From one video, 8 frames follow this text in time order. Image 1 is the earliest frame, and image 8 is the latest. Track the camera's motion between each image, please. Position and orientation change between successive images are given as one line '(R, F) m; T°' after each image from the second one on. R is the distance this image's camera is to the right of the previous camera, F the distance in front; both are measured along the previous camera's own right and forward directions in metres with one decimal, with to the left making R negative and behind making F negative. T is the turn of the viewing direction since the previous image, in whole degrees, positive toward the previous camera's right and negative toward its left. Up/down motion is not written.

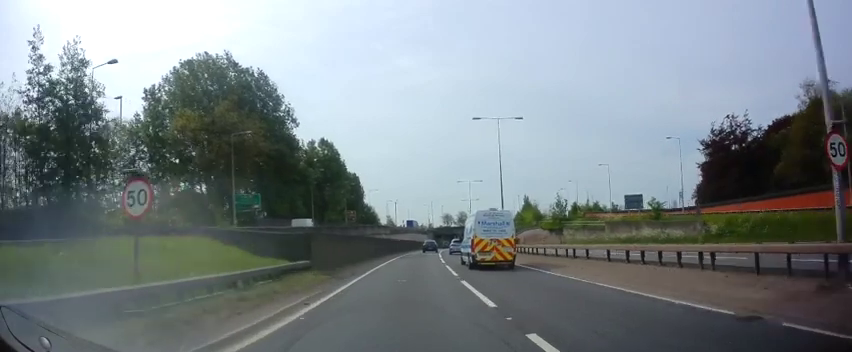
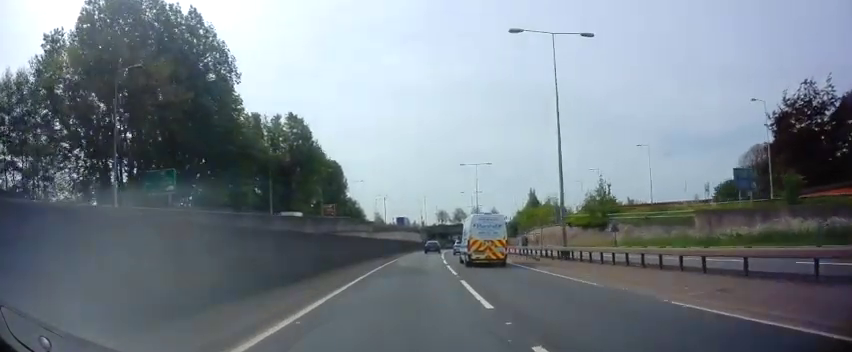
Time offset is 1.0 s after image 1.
(+0.1, +18.5) m; +1°
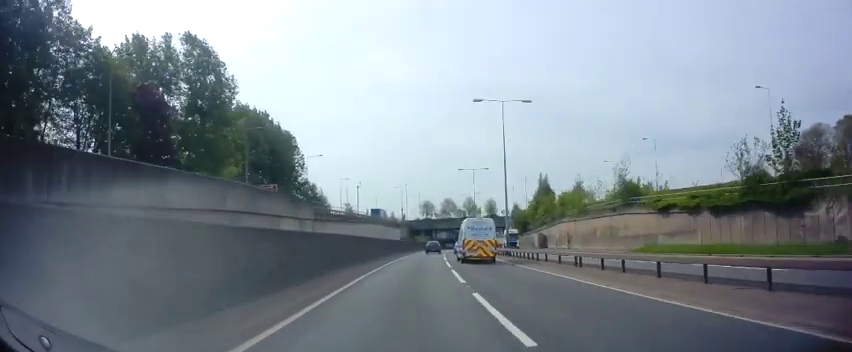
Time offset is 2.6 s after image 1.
(+0.7, +30.8) m; +3°
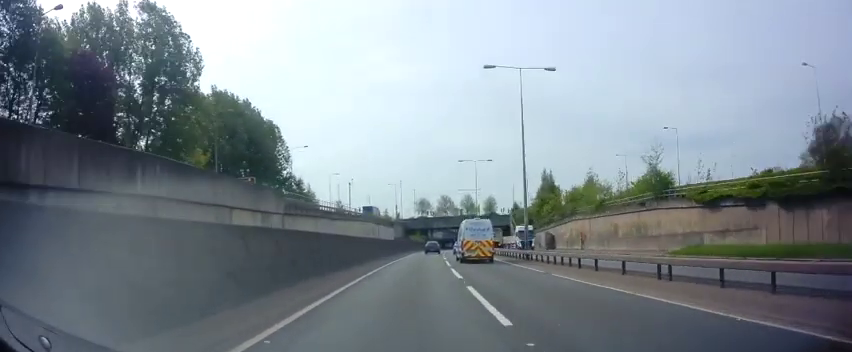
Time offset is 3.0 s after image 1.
(+0.1, +7.7) m; +1°
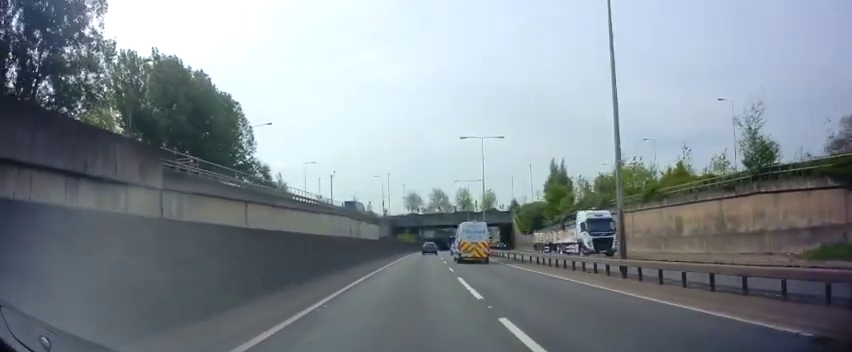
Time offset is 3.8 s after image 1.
(+0.2, +14.9) m; +1°
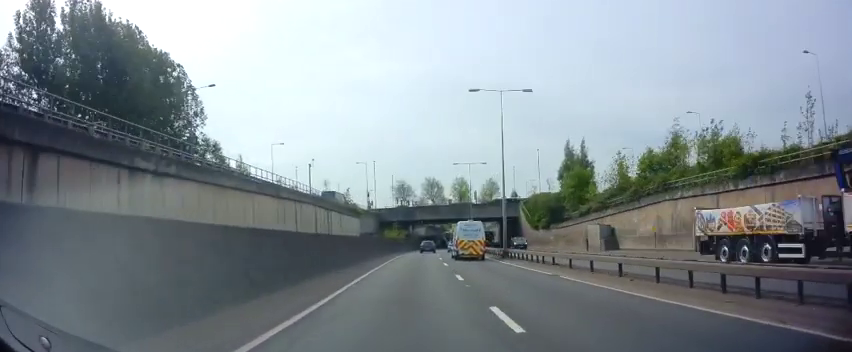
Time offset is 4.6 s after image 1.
(+0.1, +15.5) m; +1°
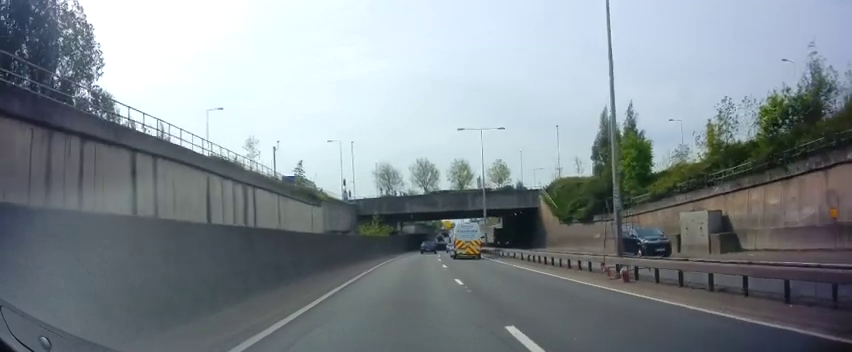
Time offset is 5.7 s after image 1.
(+0.3, +20.7) m; +1°
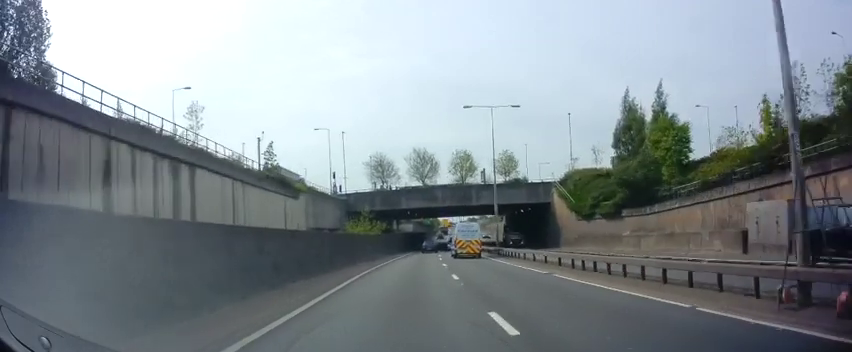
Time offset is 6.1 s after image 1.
(0.0, +7.8) m; 0°
